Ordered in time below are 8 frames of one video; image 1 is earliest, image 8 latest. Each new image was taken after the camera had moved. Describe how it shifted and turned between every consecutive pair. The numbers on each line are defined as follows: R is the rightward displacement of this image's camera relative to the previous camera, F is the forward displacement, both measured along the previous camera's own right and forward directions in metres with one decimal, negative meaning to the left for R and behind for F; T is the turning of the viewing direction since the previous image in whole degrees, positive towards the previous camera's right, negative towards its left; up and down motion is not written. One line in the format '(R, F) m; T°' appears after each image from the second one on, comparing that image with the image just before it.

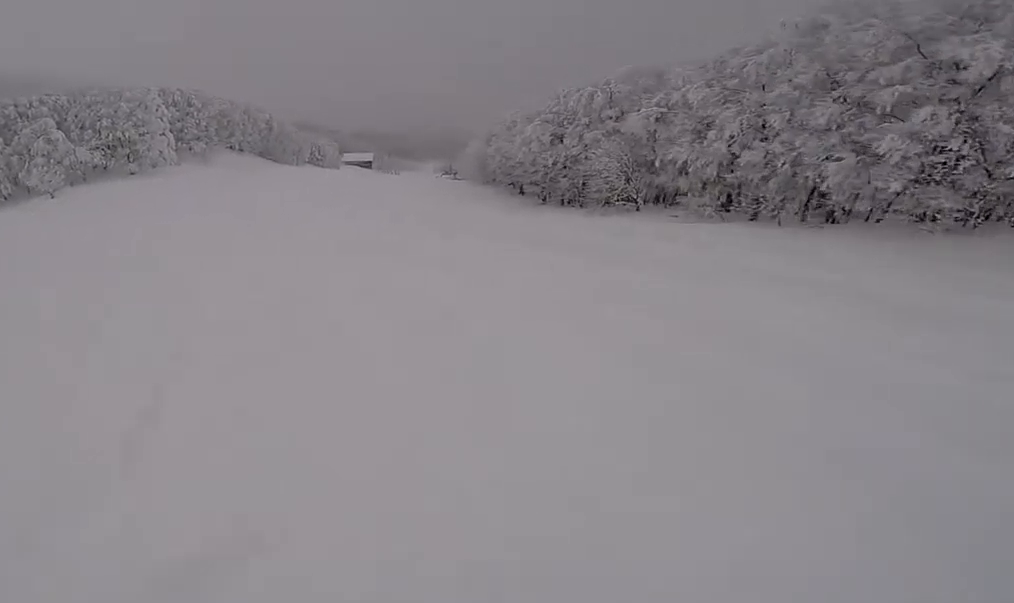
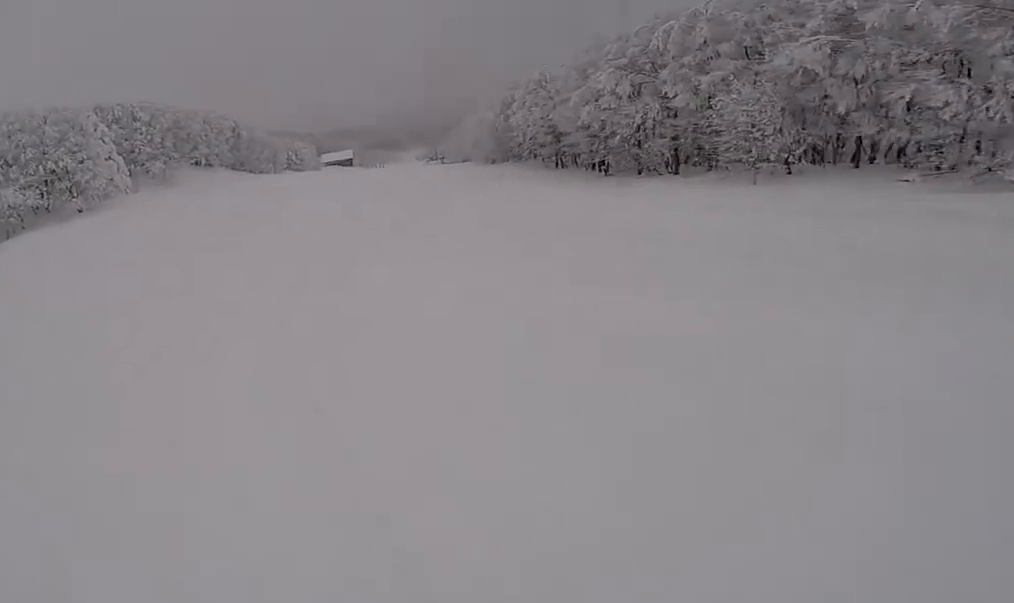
(+0.1, +11.3) m; +6°
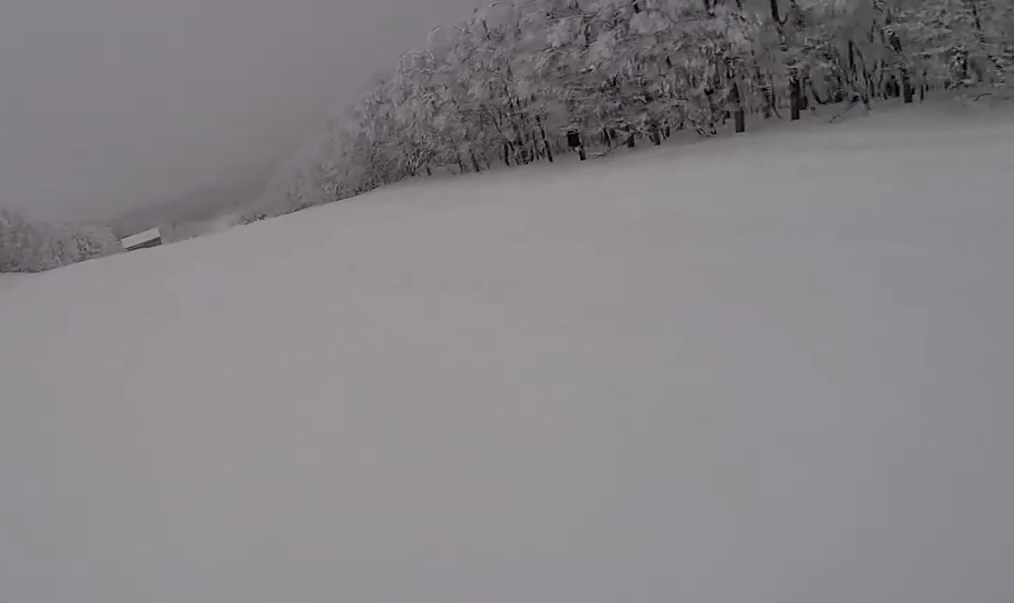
(+2.6, +17.1) m; +18°
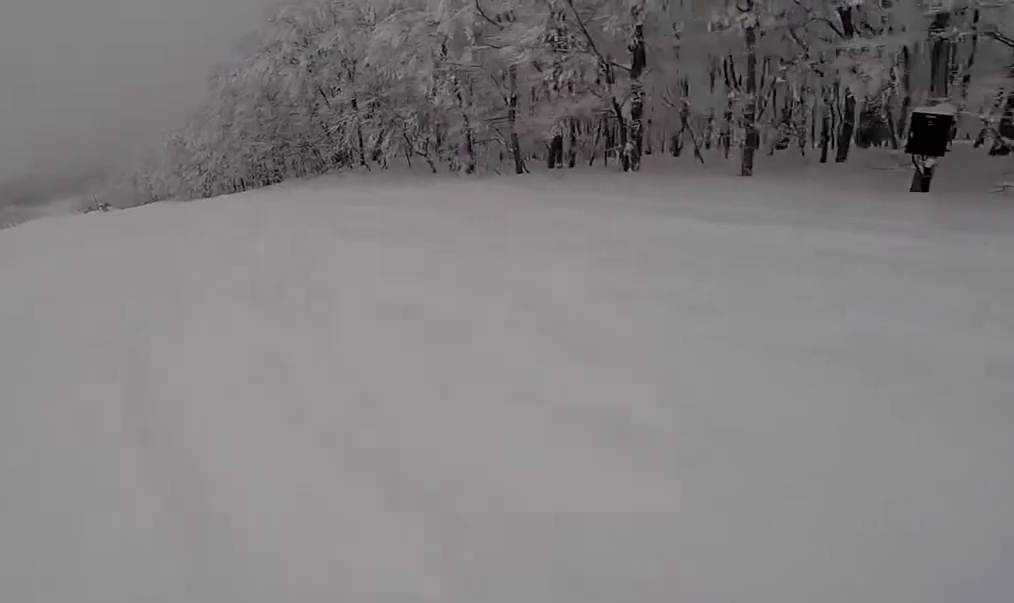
(+2.5, +18.7) m; +9°
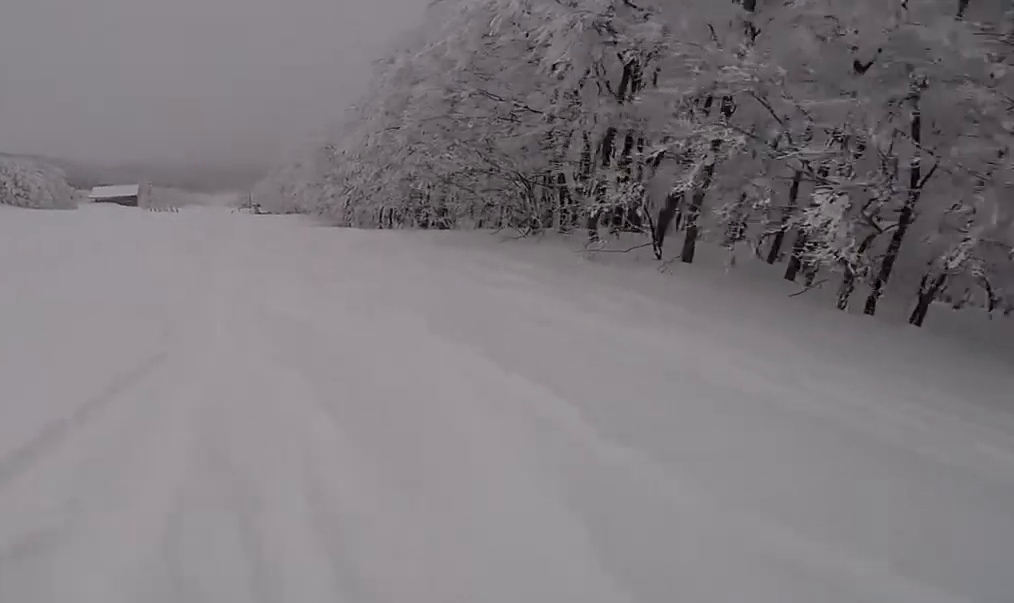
(-0.4, +12.3) m; -13°
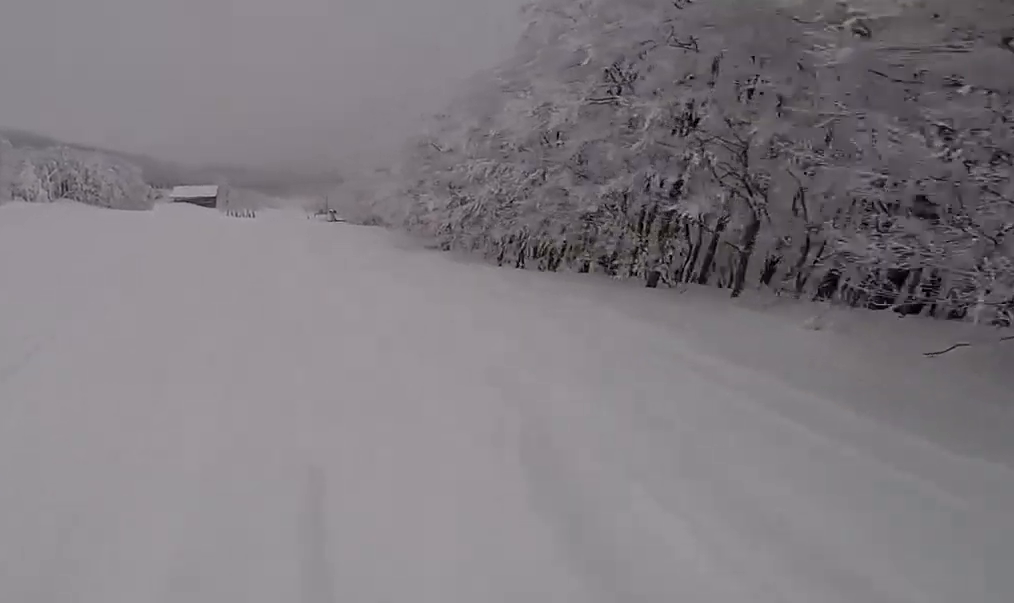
(-2.1, +10.5) m; -12°
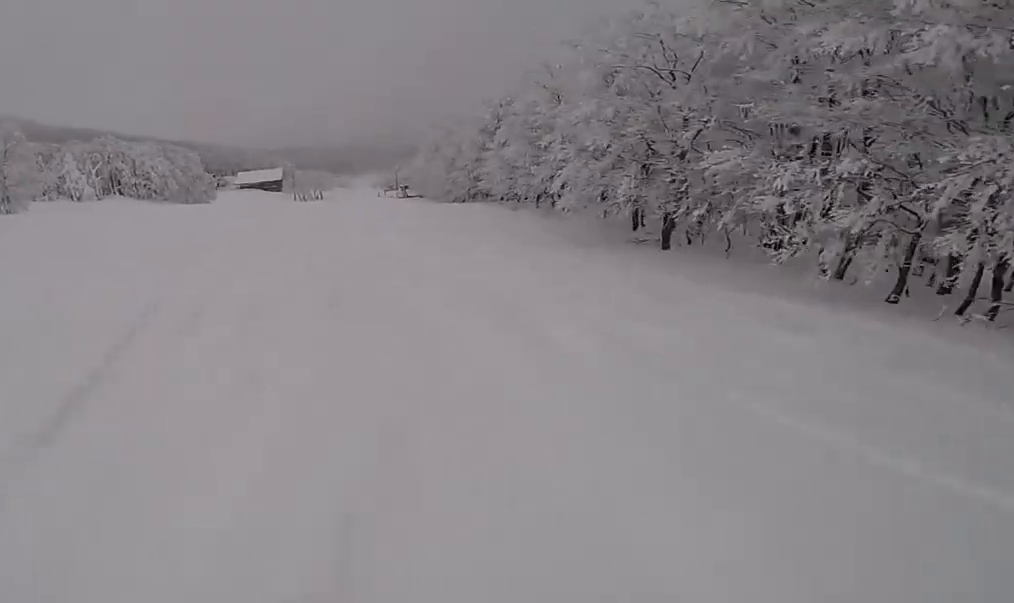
(-0.7, +14.1) m; -5°
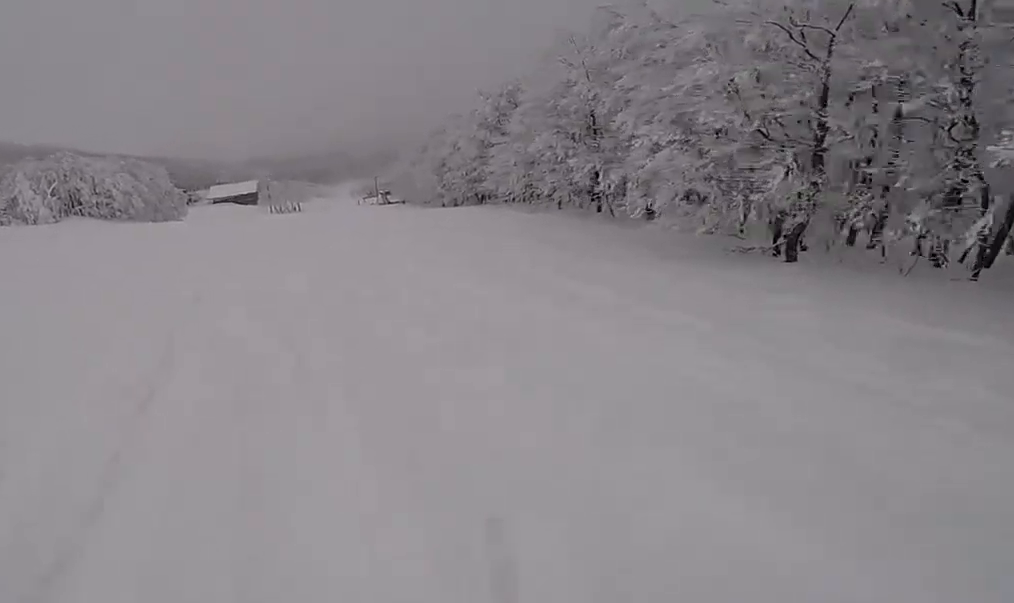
(-0.5, +5.6) m; 0°
